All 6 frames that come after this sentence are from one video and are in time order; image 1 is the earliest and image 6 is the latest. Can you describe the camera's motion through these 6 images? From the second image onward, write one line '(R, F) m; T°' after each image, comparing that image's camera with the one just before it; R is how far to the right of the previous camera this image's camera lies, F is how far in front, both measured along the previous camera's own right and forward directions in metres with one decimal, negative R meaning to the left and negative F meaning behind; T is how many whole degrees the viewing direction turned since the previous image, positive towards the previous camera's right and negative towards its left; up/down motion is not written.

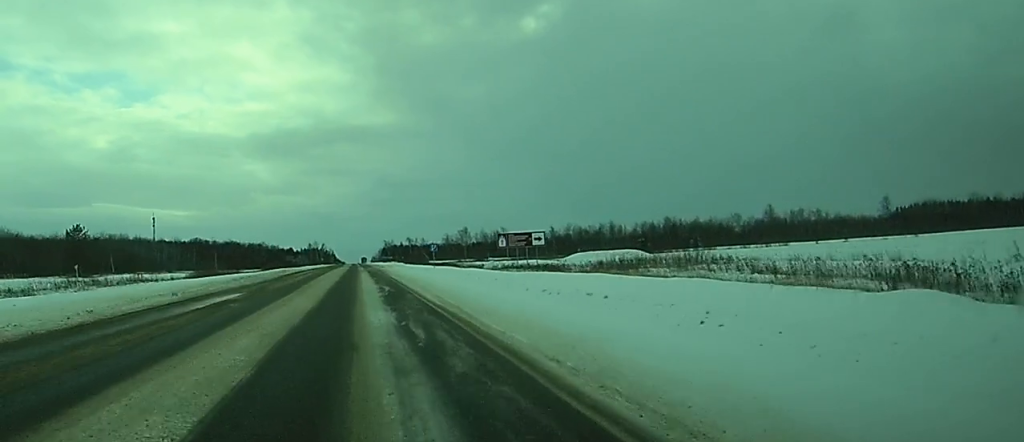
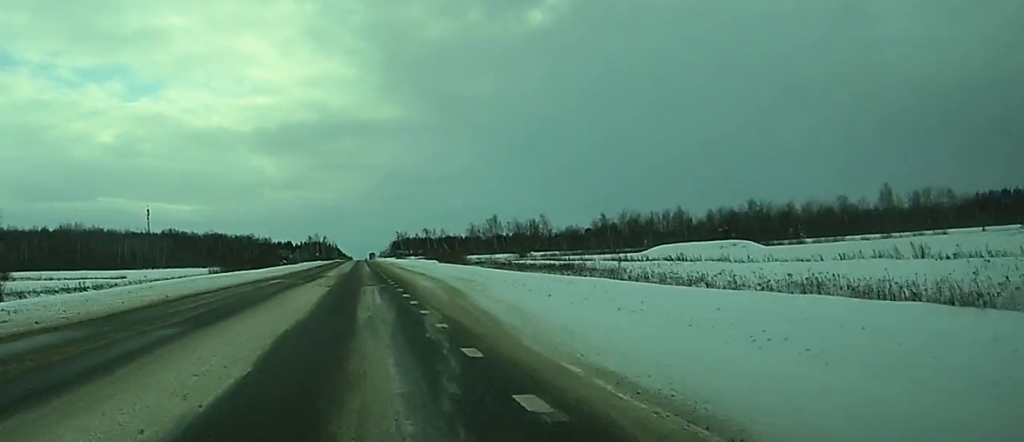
(-0.8, +83.4) m; -1°
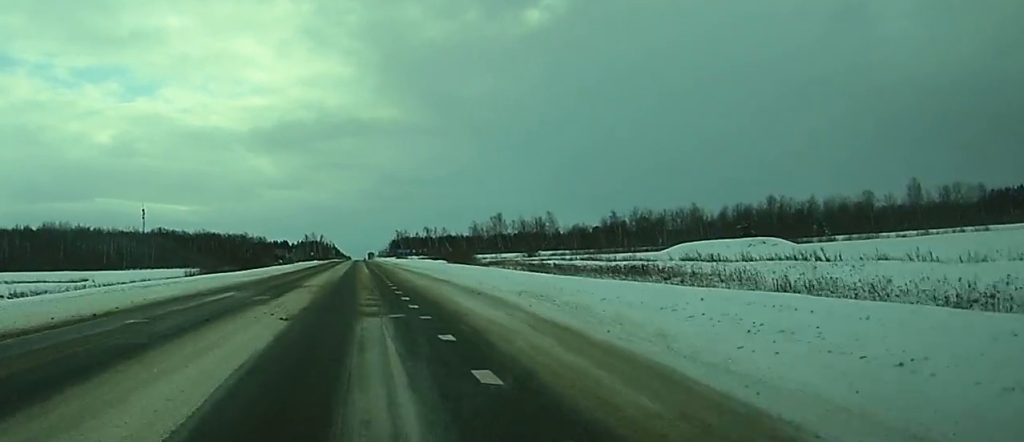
(0.0, +17.6) m; 0°
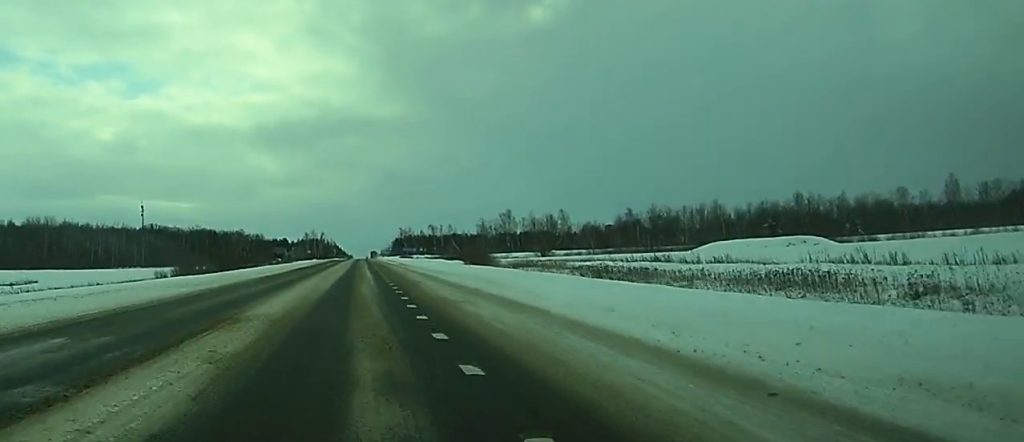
(0.0, +18.7) m; +1°
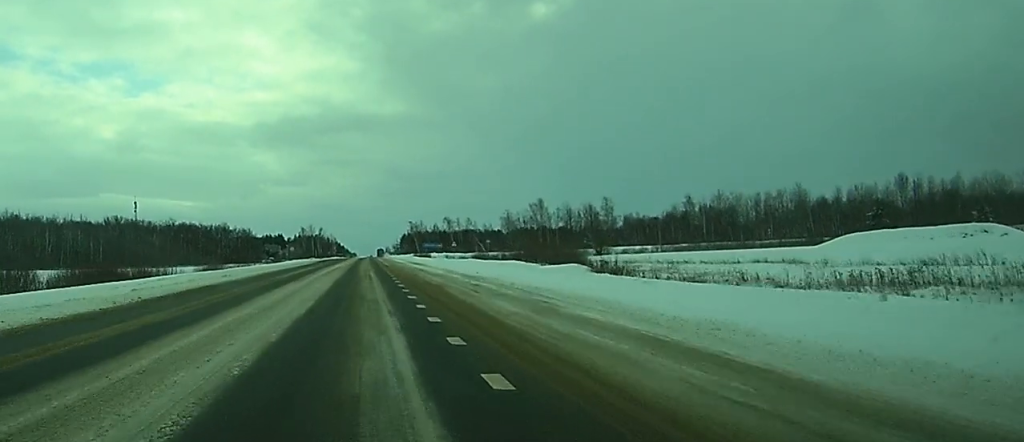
(-0.8, +58.0) m; -2°
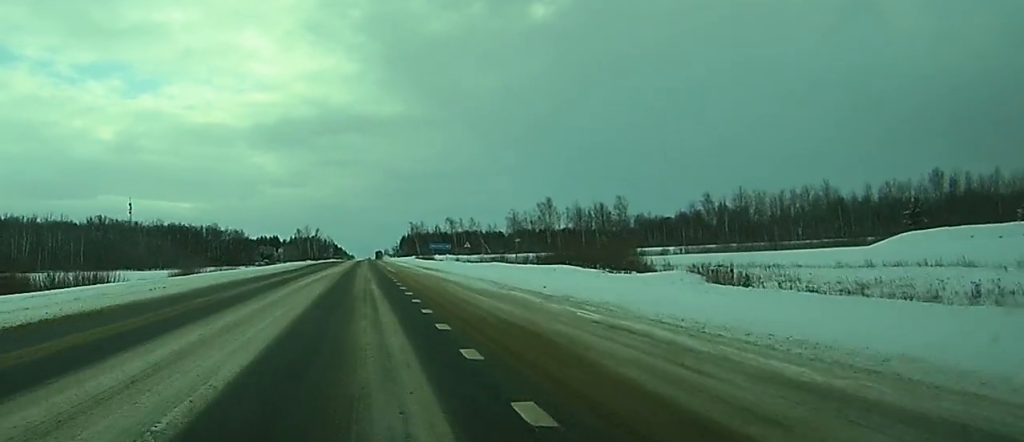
(0.0, +17.0) m; 0°
